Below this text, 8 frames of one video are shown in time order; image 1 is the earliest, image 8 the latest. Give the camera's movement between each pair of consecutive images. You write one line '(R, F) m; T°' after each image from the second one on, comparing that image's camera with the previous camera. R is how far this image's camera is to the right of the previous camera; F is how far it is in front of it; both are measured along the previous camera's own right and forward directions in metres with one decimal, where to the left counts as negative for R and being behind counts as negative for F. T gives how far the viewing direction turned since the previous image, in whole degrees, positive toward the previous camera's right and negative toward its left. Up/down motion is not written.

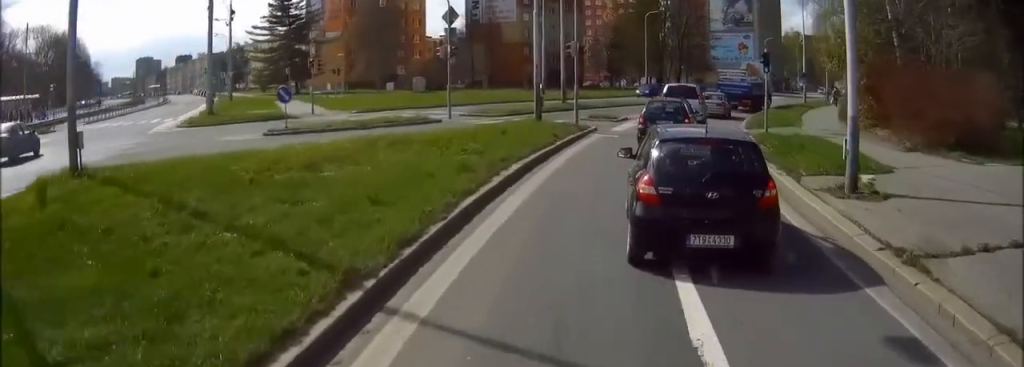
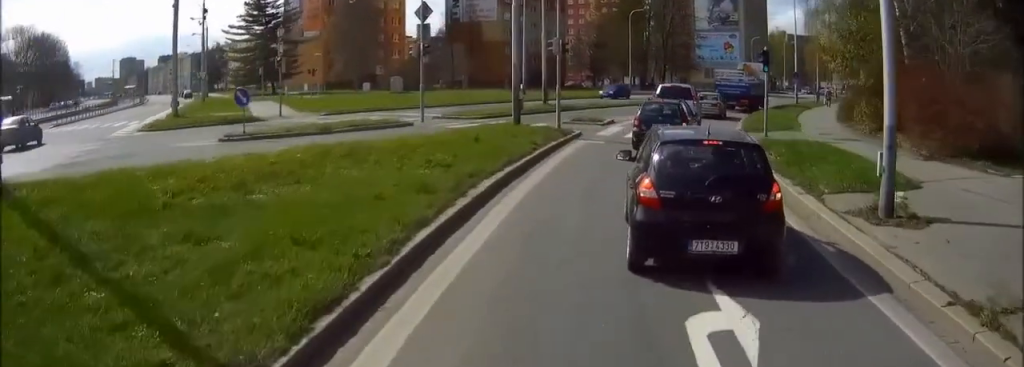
(+0.1, +2.7) m; +2°
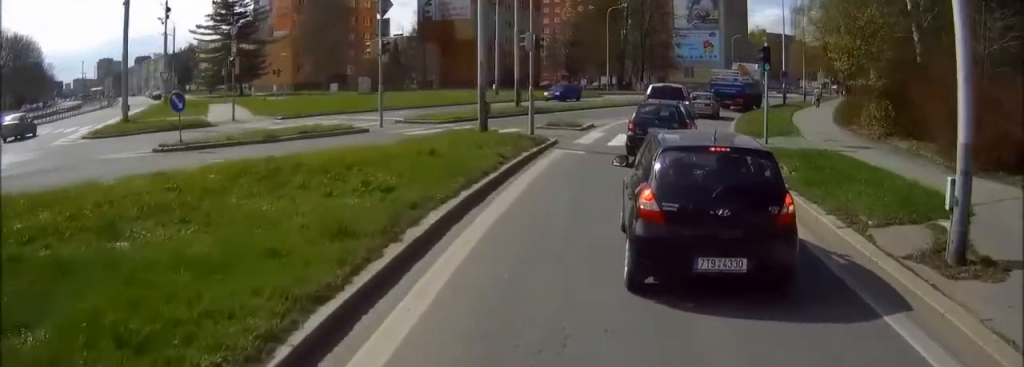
(+0.1, +3.5) m; +1°
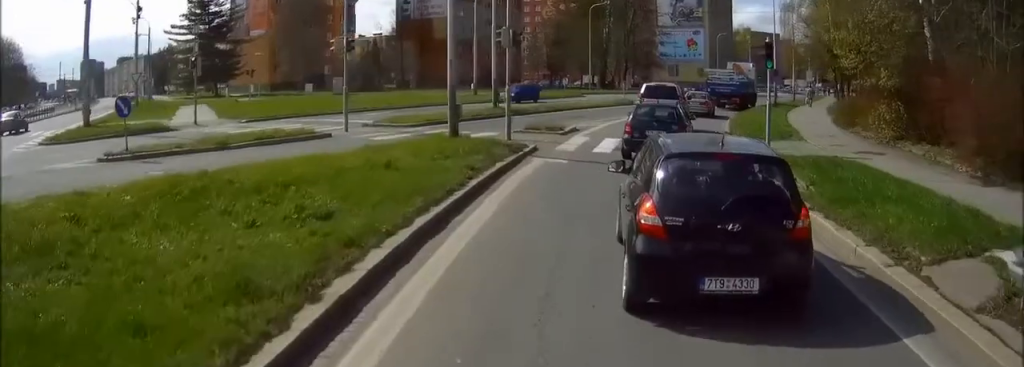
(0.0, +2.6) m; +1°
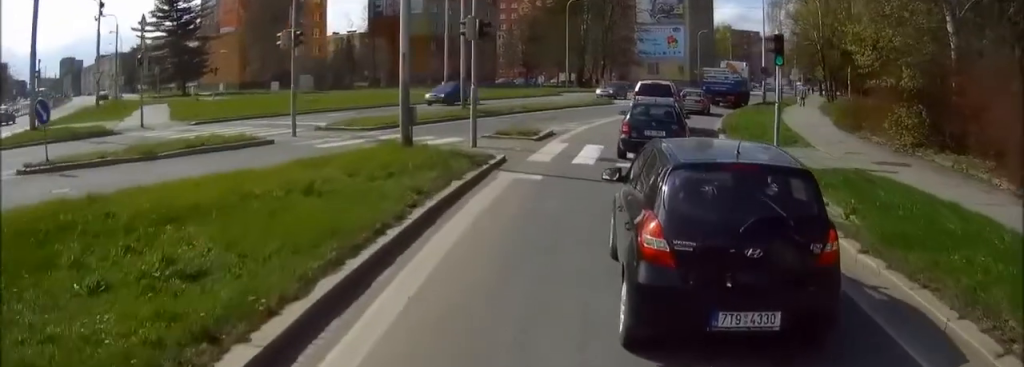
(0.0, +3.3) m; +1°
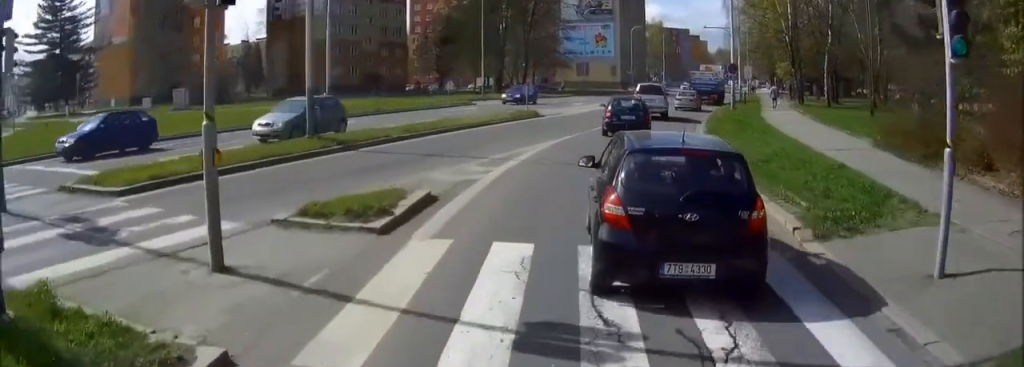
(+0.9, +12.5) m; +5°
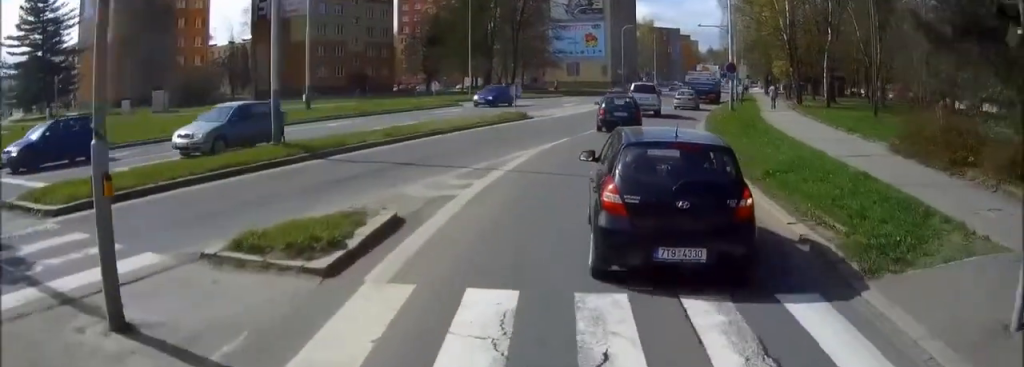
(0.0, +1.9) m; 0°
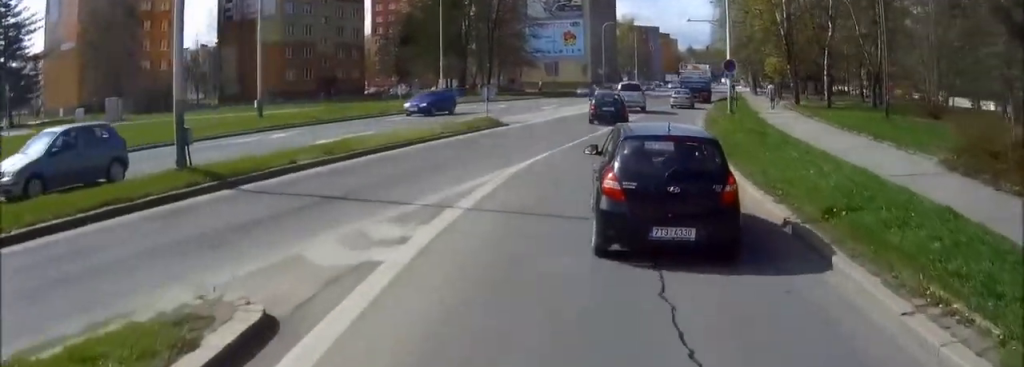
(0.0, +4.1) m; +7°
